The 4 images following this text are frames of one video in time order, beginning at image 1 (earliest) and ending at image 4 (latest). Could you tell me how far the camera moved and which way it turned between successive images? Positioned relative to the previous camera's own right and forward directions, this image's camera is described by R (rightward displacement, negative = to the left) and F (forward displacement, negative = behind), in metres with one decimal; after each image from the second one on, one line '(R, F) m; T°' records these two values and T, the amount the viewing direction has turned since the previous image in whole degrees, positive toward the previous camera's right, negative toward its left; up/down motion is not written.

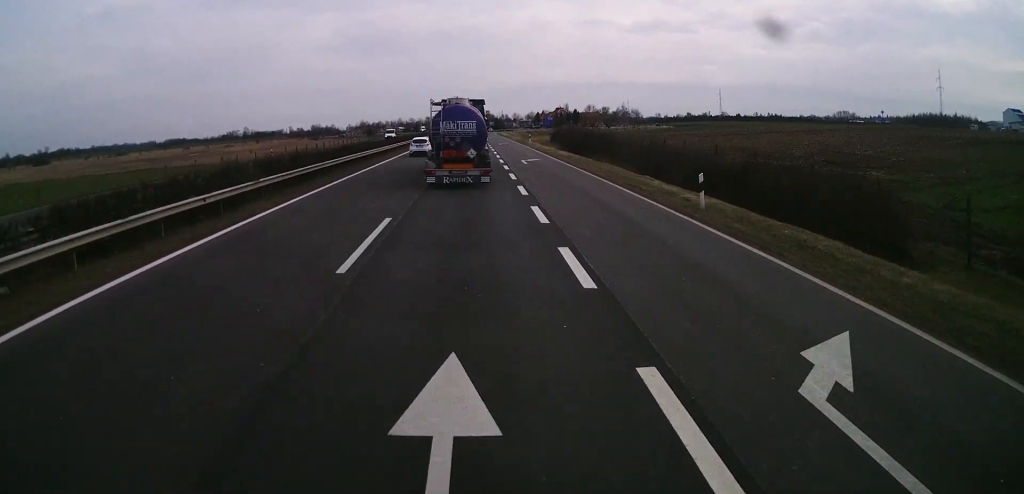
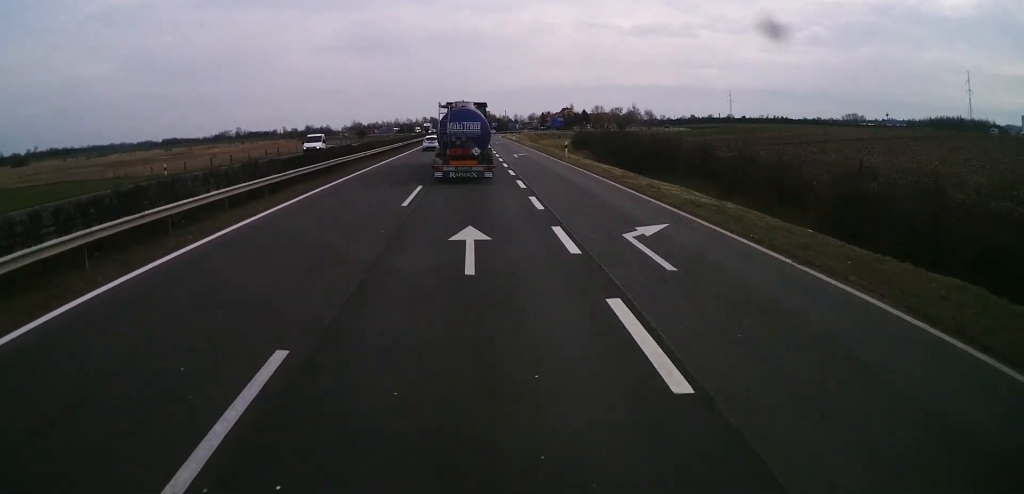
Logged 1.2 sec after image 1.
(-0.2, +27.6) m; 0°
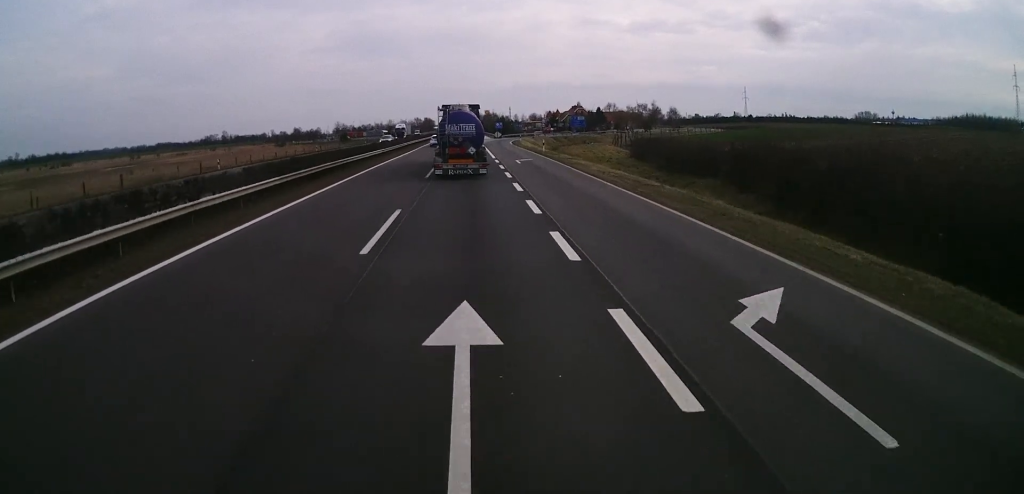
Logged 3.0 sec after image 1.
(+0.3, +41.7) m; 0°
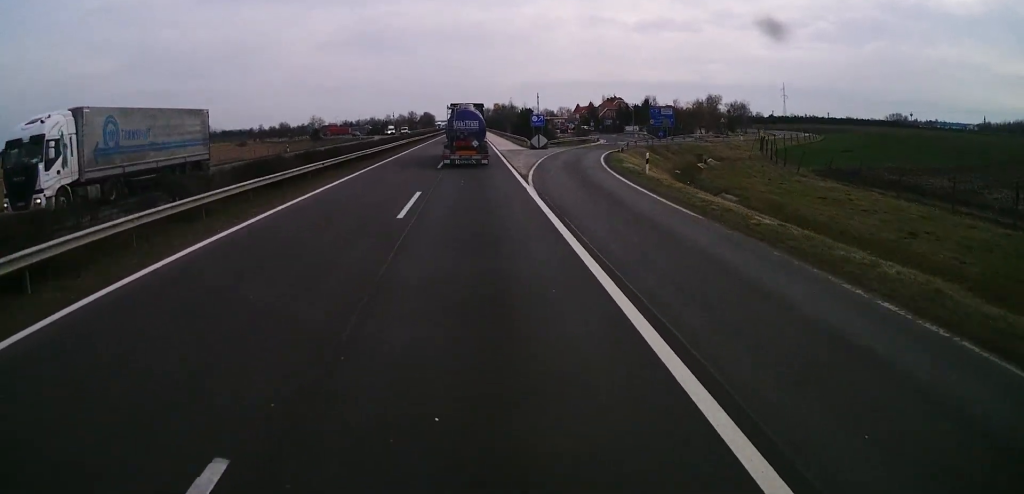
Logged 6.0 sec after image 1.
(-0.1, +63.9) m; 0°
